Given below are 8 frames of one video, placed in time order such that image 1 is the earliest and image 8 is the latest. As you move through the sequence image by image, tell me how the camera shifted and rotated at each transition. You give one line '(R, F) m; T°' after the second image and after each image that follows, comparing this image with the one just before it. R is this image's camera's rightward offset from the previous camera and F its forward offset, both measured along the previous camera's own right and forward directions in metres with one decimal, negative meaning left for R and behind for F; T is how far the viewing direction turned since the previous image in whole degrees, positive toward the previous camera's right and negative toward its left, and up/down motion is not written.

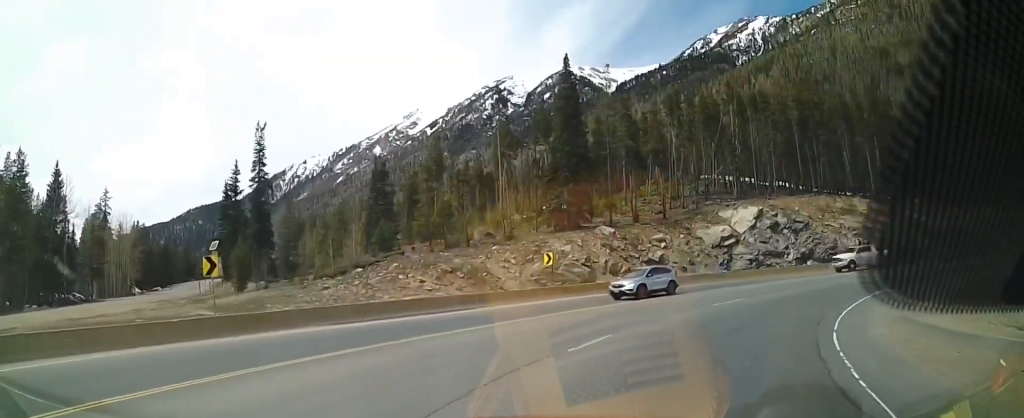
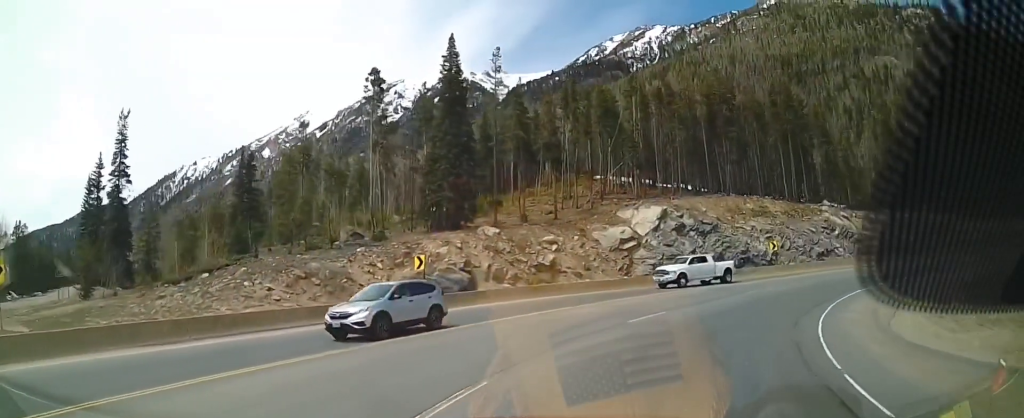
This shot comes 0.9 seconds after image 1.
(+0.2, +5.5) m; +10°
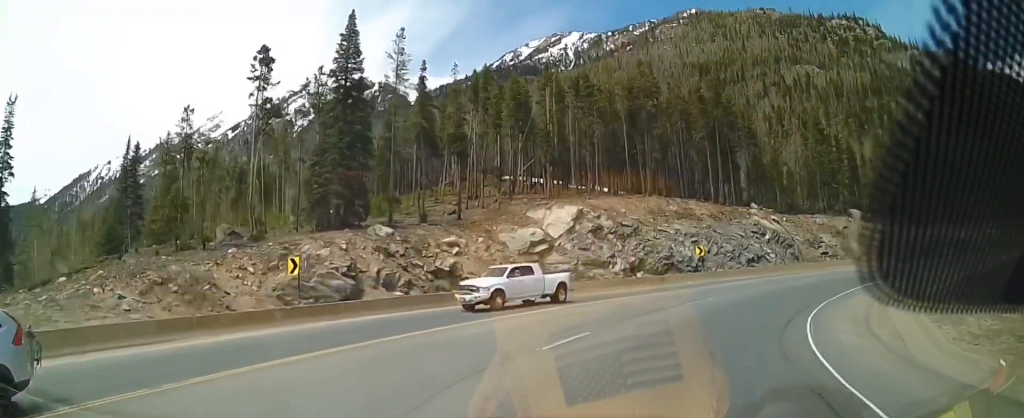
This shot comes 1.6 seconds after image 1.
(+0.6, +5.0) m; +10°
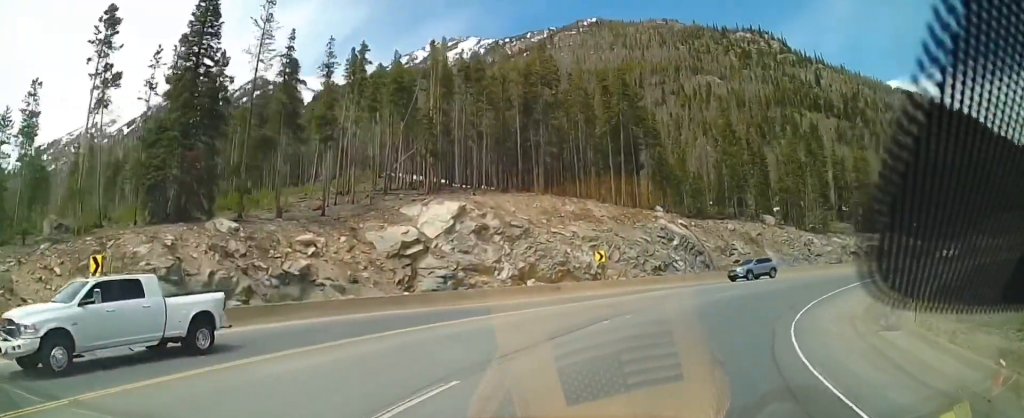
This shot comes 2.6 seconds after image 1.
(+0.5, +6.7) m; +4°
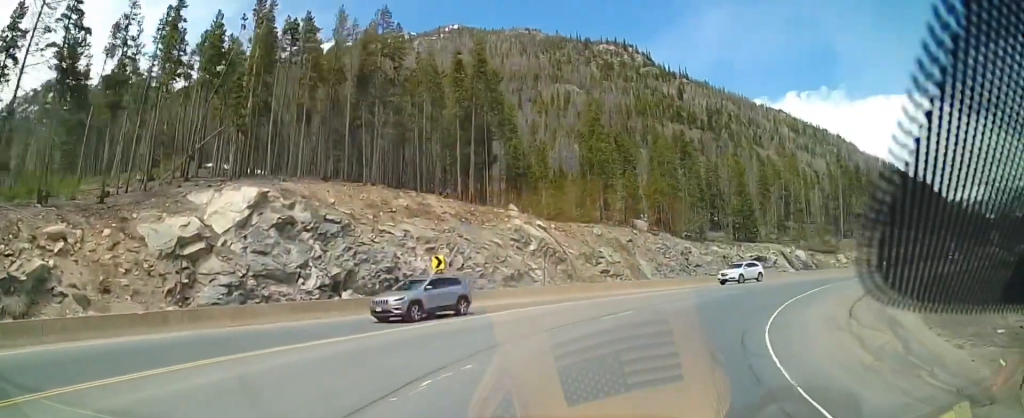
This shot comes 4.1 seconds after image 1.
(+0.6, +9.5) m; +12°
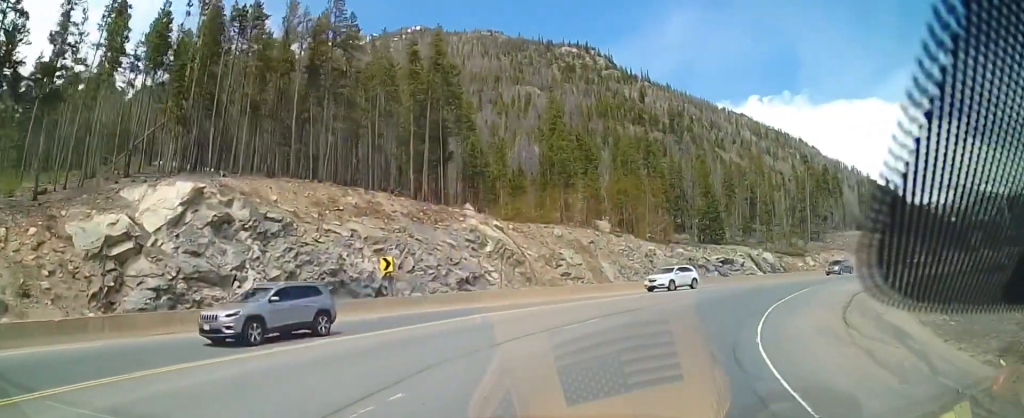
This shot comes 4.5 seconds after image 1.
(+0.2, +2.5) m; +5°
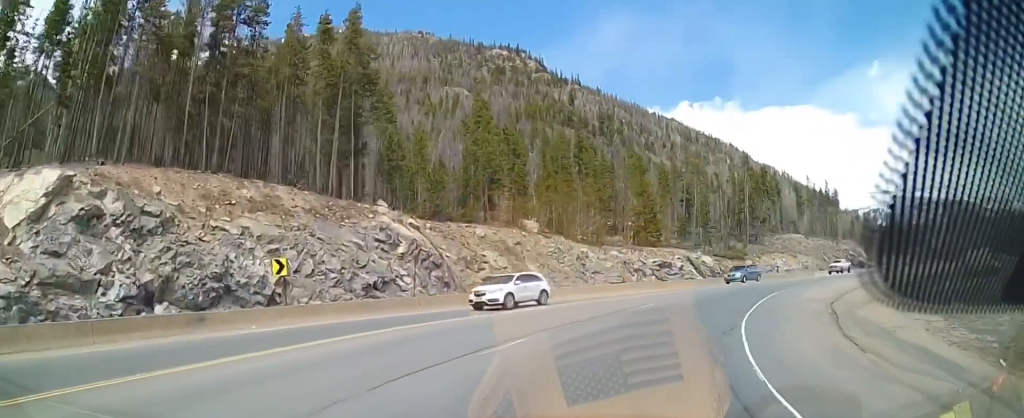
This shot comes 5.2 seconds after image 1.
(+0.4, +4.8) m; +7°
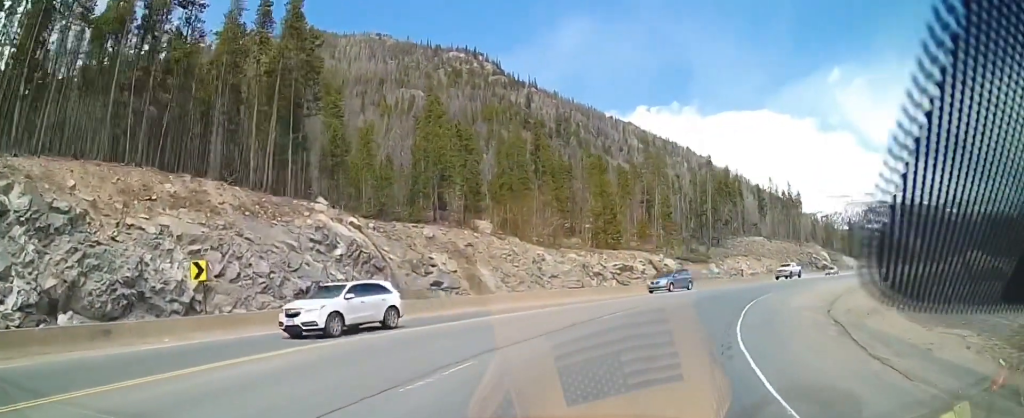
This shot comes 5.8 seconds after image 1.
(+0.1, +3.6) m; +3°
